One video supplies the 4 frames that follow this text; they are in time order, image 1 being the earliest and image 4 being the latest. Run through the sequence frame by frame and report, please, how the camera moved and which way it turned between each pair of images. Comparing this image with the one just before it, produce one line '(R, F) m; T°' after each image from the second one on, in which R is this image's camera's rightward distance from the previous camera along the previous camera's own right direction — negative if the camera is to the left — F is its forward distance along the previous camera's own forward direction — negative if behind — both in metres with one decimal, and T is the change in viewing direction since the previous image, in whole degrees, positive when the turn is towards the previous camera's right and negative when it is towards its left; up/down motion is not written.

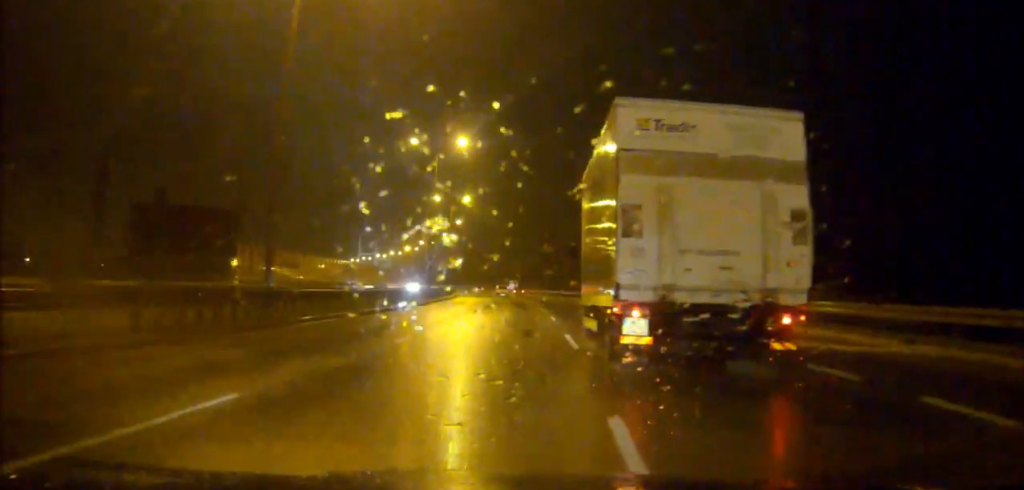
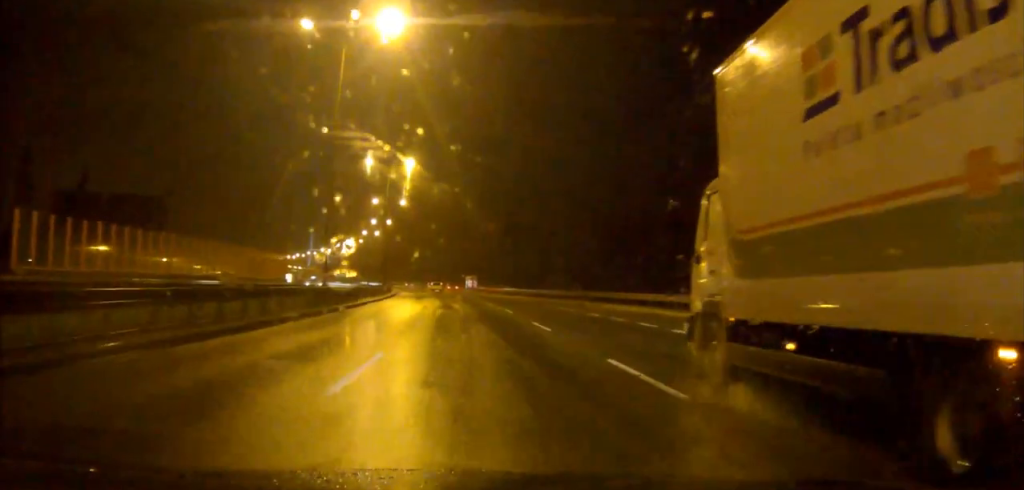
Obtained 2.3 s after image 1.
(+0.6, +31.5) m; +1°
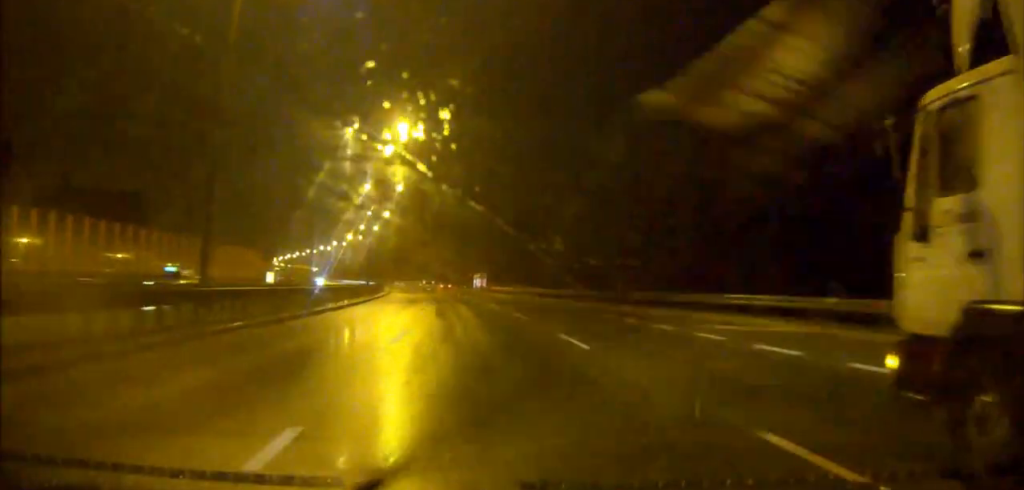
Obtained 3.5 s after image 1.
(0.0, +18.0) m; -1°
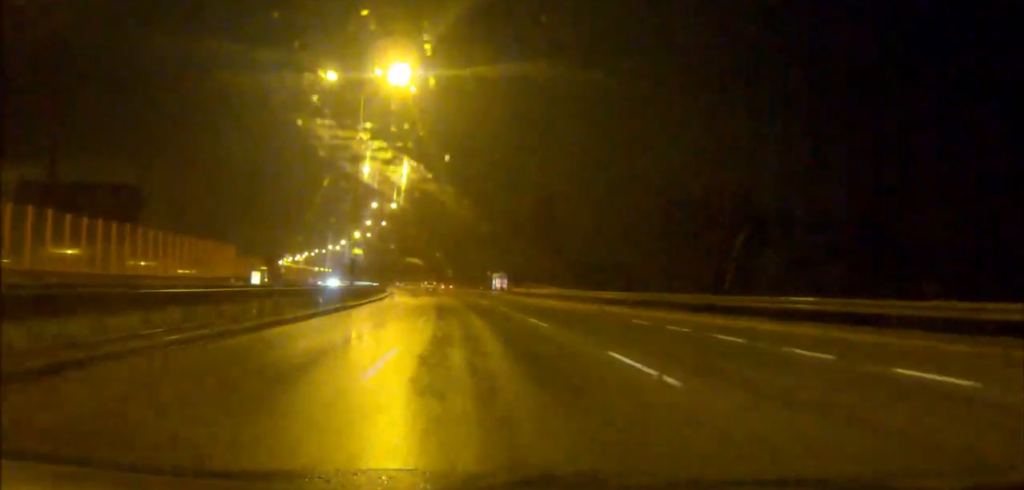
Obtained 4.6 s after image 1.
(-0.1, +17.0) m; -1°
